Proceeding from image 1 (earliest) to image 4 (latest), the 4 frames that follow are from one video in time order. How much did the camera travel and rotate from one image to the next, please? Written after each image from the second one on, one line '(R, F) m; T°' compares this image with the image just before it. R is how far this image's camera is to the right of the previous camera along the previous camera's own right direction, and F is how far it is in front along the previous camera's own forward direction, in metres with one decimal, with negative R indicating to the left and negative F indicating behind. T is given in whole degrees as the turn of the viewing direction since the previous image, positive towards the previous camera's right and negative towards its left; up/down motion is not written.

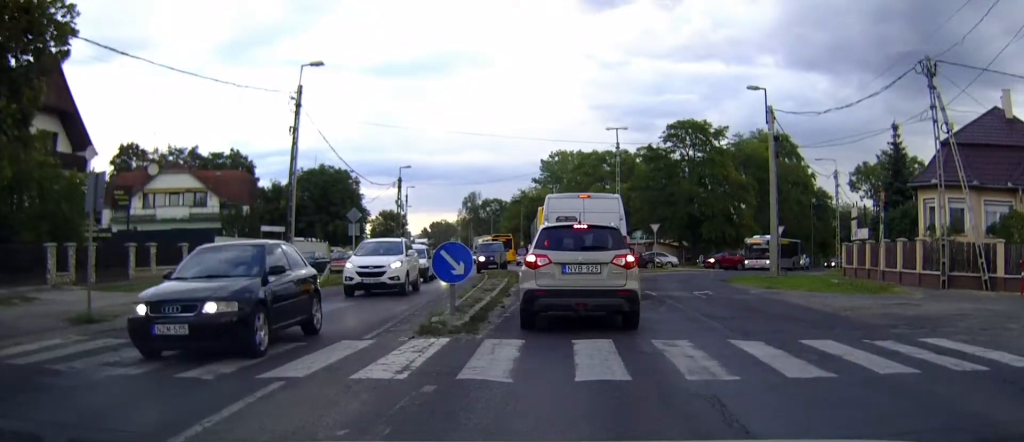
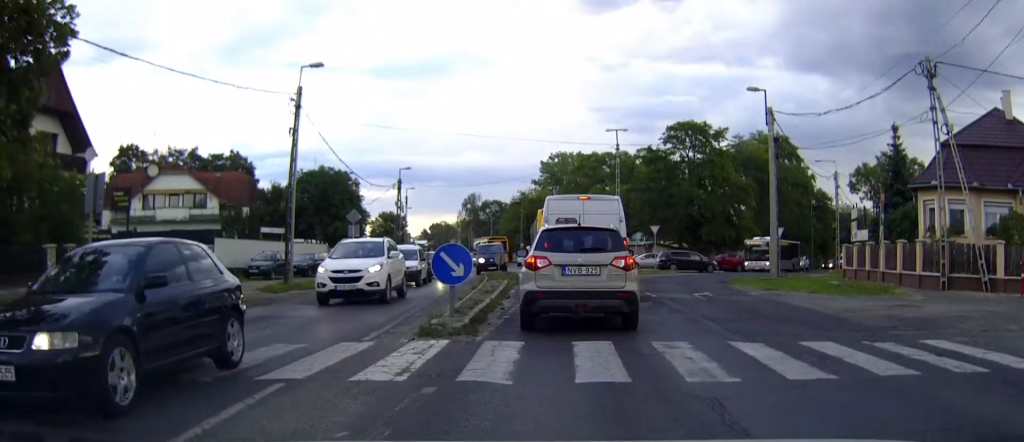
(-0.1, +0.3) m; 0°
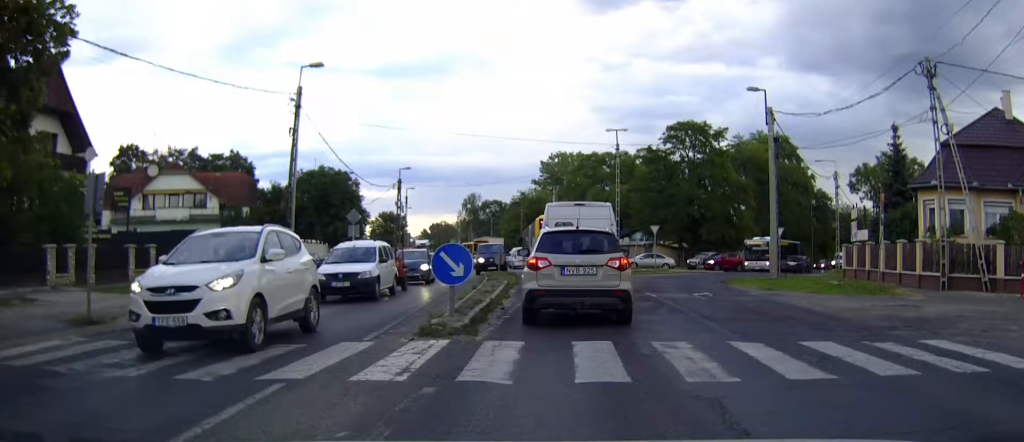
(0.0, +0.7) m; 0°
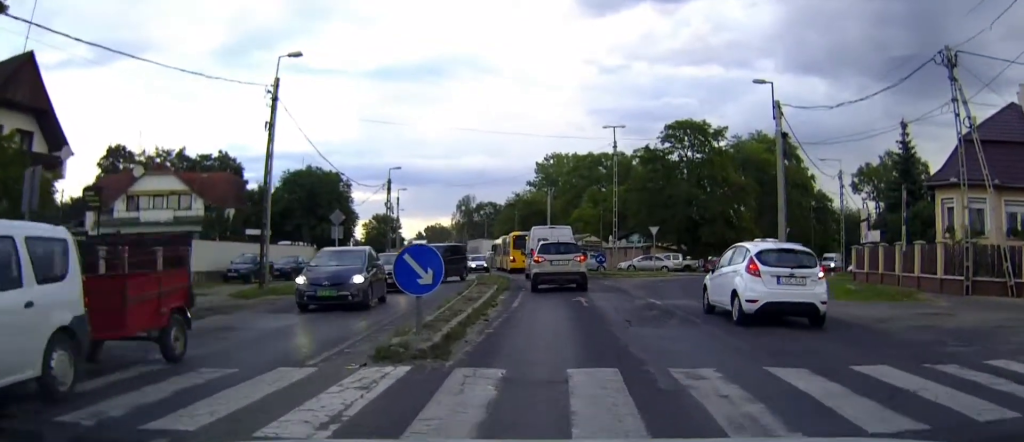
(+0.1, +1.6) m; 0°
